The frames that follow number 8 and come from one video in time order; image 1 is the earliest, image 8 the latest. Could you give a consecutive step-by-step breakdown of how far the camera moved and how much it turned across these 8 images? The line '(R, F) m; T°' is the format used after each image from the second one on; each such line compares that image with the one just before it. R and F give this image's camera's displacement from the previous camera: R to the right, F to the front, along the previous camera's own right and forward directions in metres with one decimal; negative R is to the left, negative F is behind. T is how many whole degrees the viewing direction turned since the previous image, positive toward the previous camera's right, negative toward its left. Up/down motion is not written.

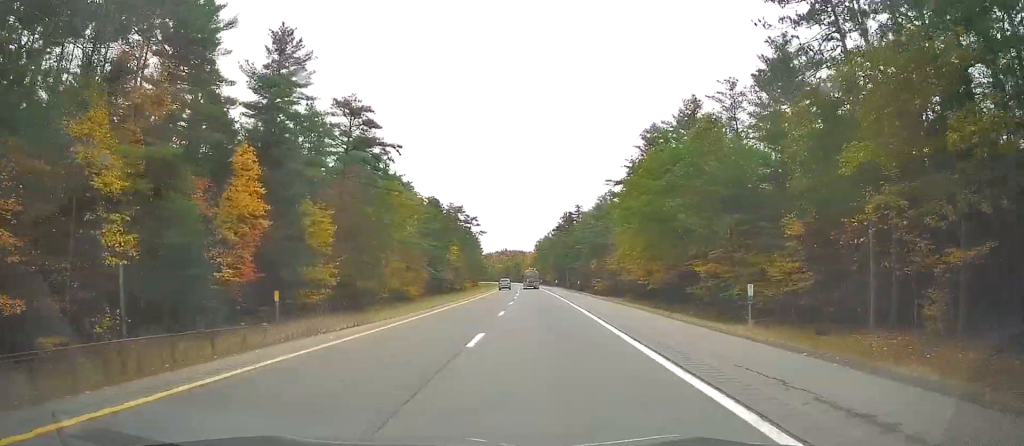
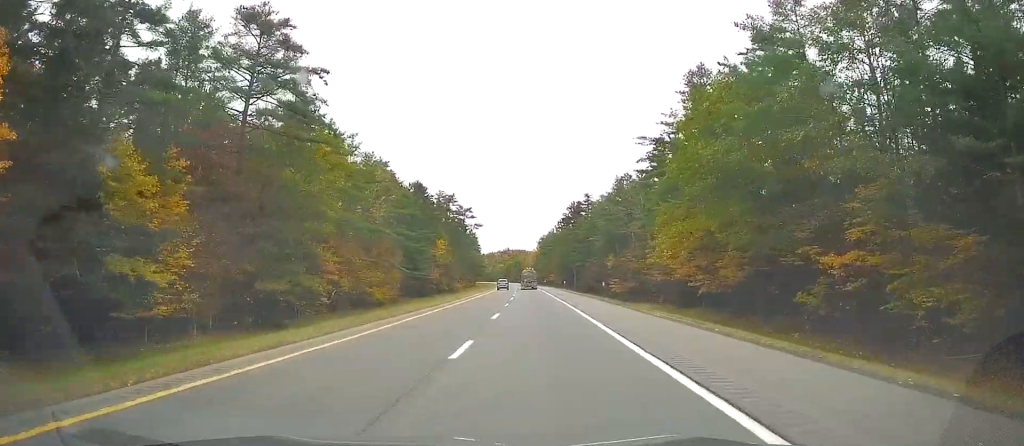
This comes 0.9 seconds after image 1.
(0.0, +26.3) m; -1°
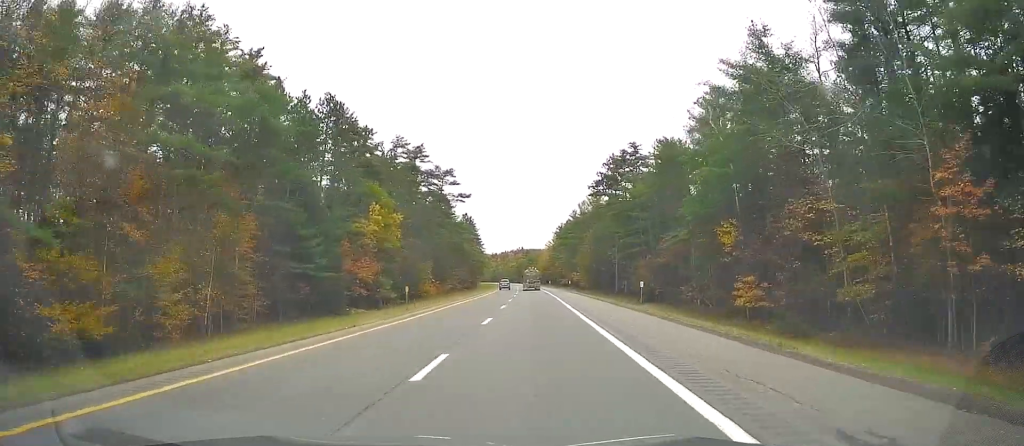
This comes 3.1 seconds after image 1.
(-0.2, +64.0) m; 0°
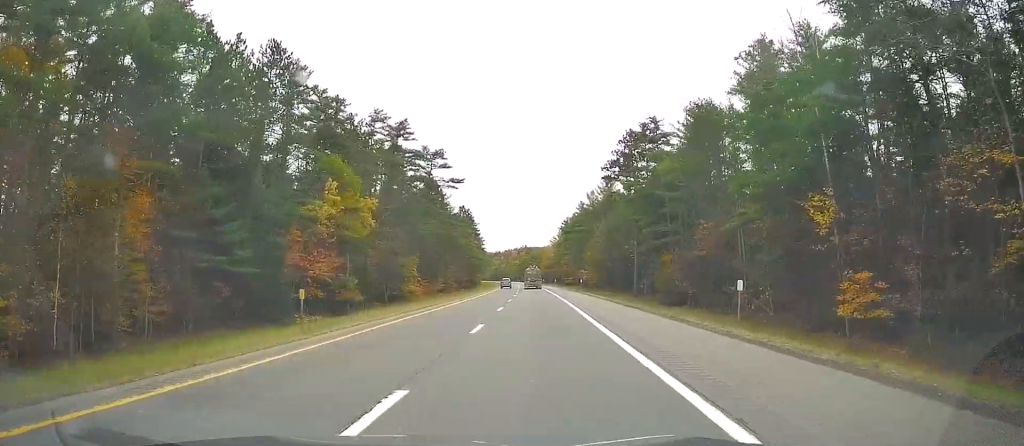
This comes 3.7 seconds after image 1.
(-0.2, +16.6) m; -1°
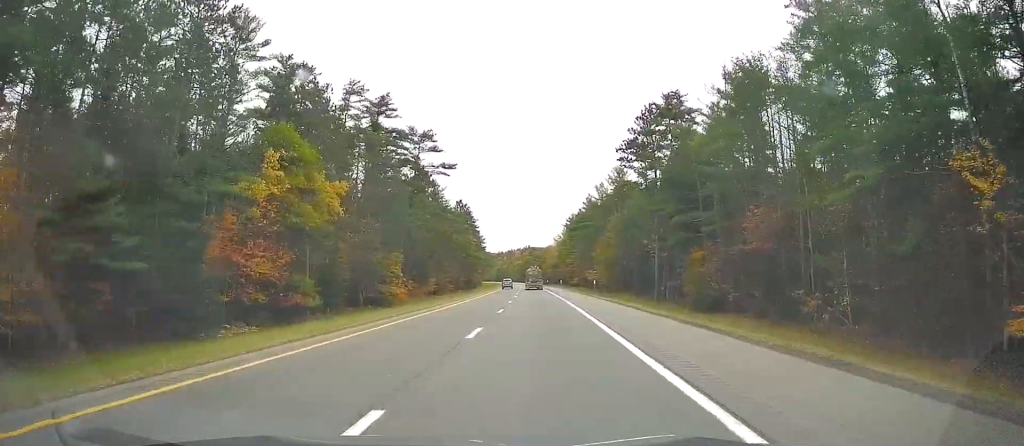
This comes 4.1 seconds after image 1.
(0.0, +13.7) m; -1°
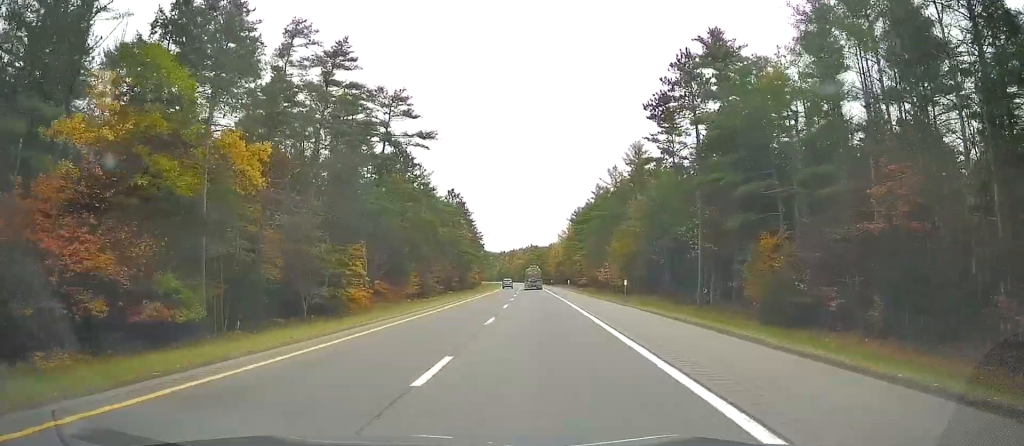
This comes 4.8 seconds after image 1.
(-0.3, +19.6) m; -1°
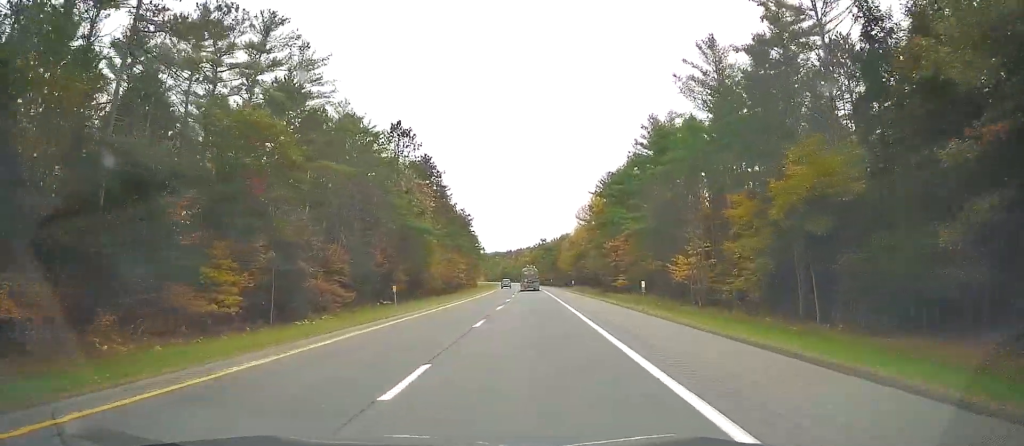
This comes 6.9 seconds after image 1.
(-0.3, +62.9) m; 0°
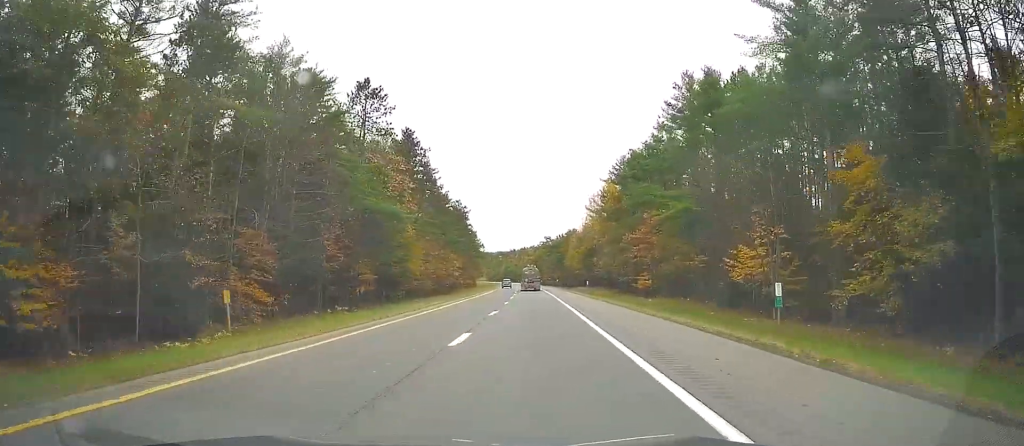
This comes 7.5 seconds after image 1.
(0.0, +18.5) m; 0°
